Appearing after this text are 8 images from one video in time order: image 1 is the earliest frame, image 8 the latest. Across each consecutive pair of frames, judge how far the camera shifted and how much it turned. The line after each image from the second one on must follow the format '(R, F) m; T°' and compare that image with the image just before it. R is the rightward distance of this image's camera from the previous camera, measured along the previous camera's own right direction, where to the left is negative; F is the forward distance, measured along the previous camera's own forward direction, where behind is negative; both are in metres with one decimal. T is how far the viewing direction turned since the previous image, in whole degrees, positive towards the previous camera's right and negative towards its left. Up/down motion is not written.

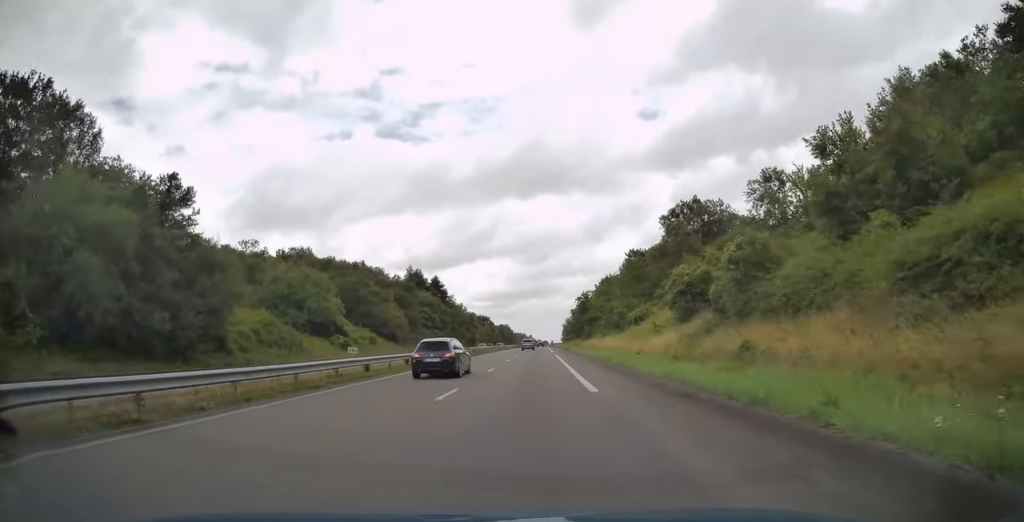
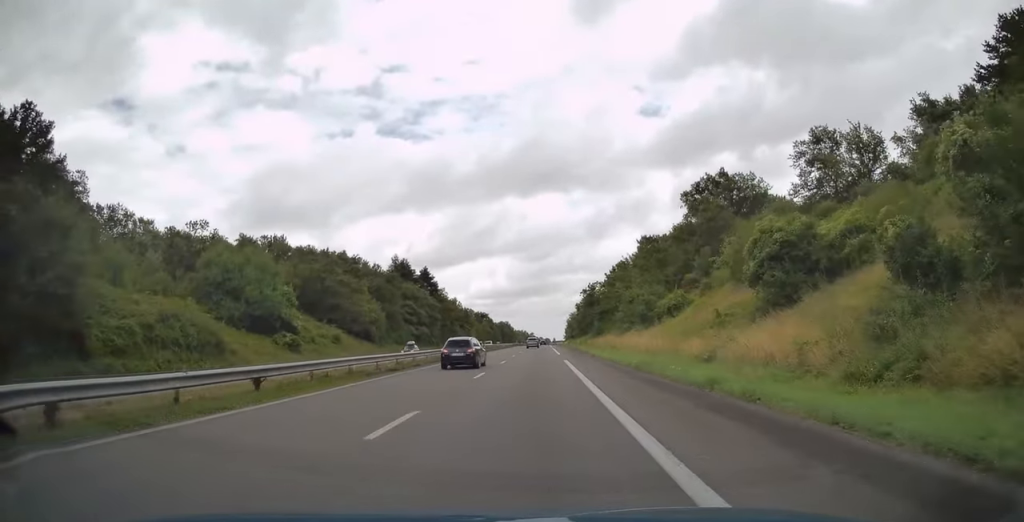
(0.0, +18.7) m; 0°
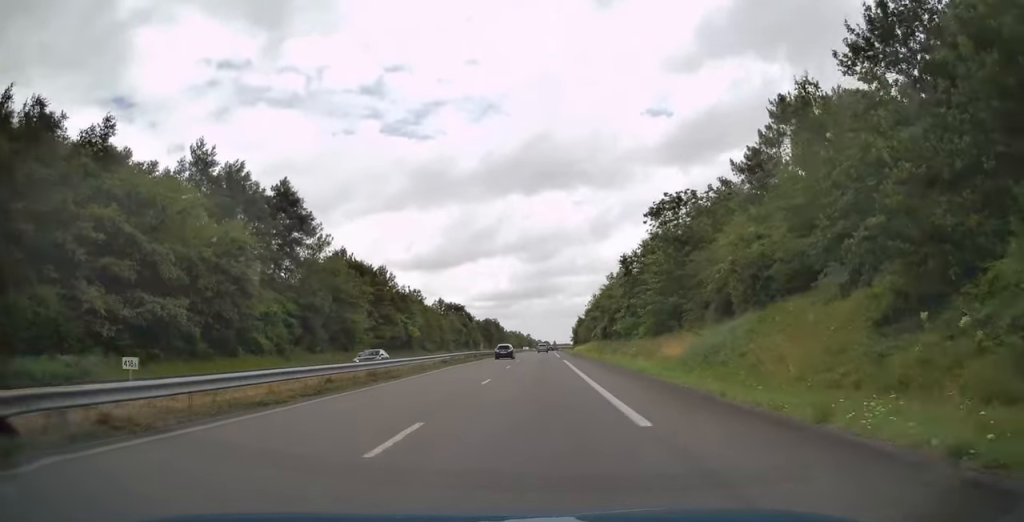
(+0.1, +91.9) m; 0°
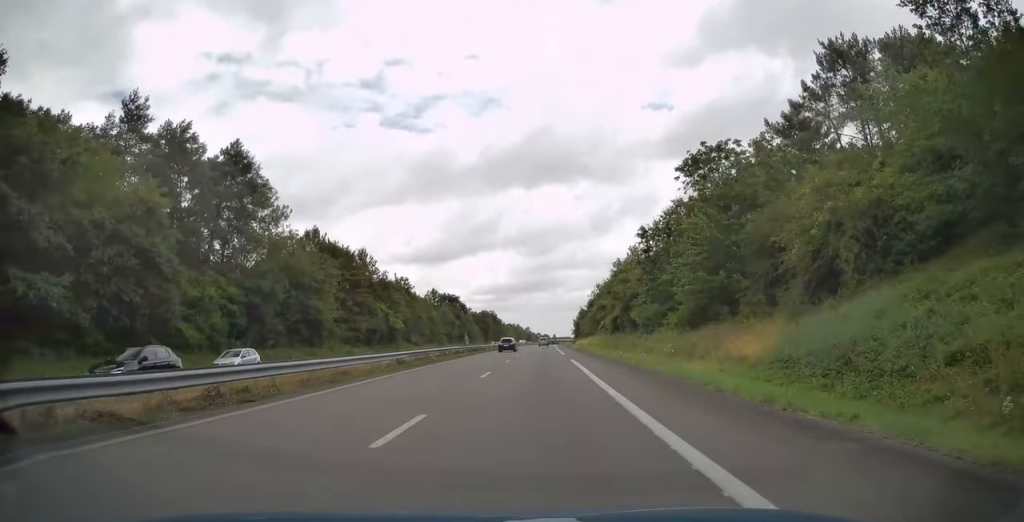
(0.0, +13.0) m; 0°
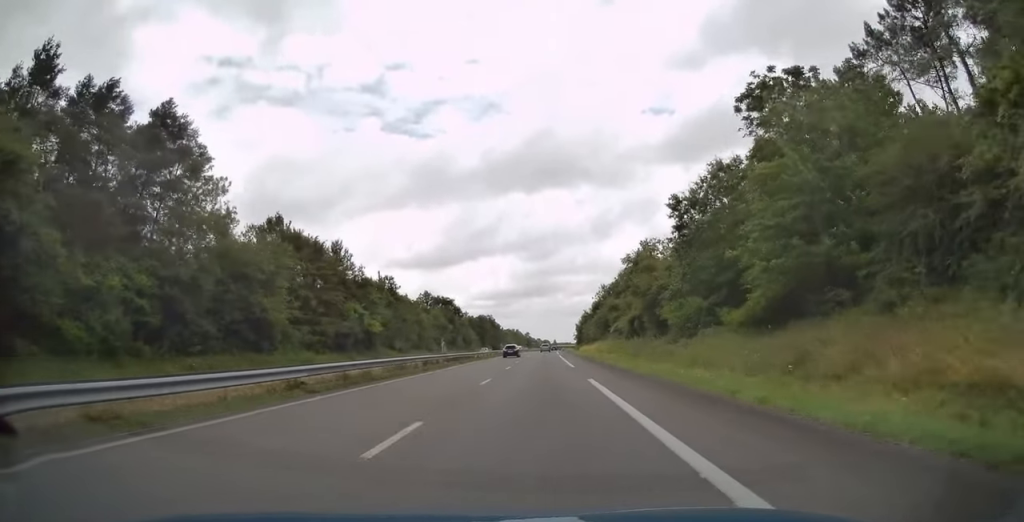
(0.0, +13.5) m; 0°
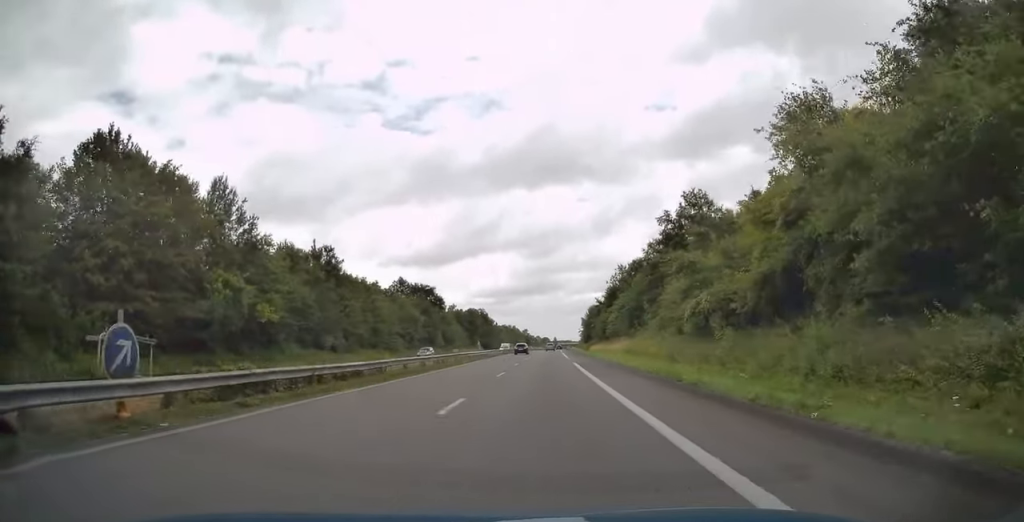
(0.0, +34.6) m; 0°
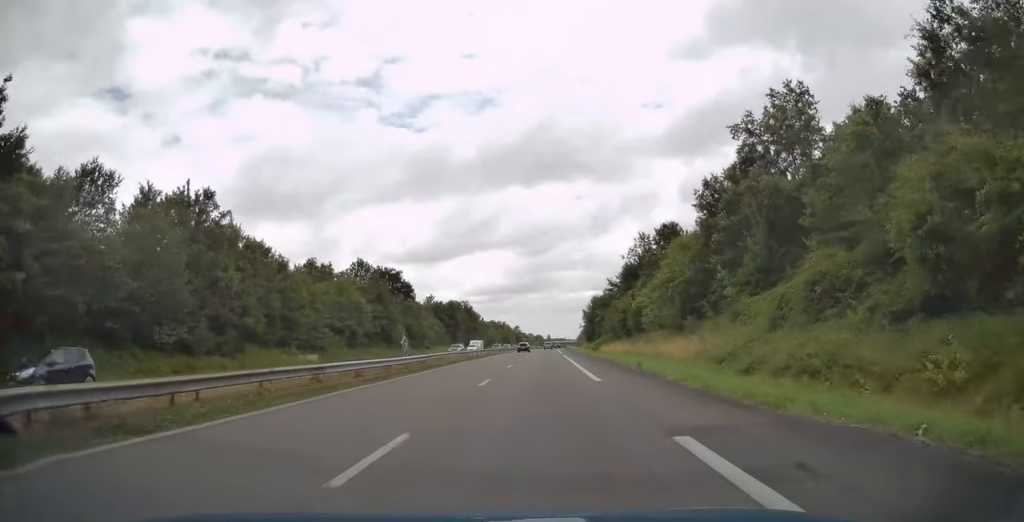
(+0.2, +31.8) m; 0°
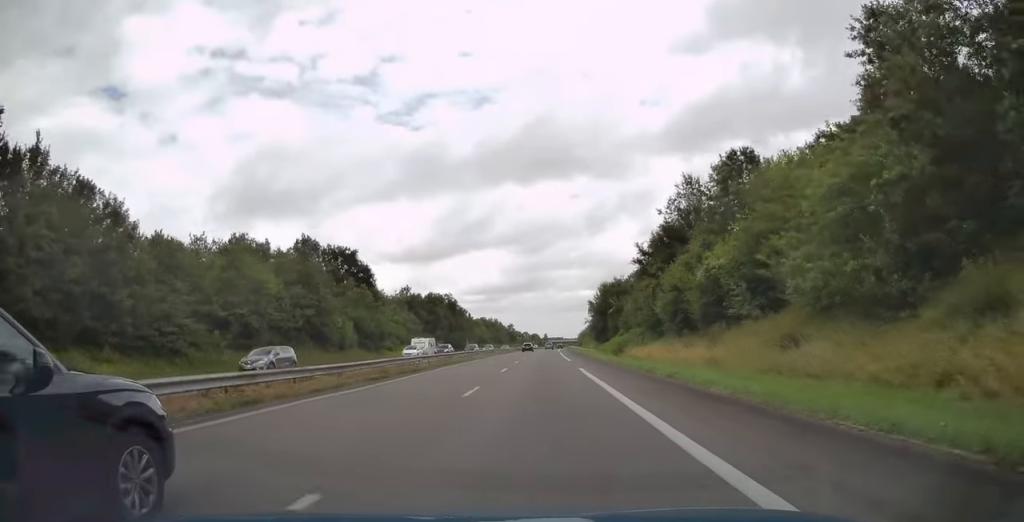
(+0.1, +29.8) m; 0°
